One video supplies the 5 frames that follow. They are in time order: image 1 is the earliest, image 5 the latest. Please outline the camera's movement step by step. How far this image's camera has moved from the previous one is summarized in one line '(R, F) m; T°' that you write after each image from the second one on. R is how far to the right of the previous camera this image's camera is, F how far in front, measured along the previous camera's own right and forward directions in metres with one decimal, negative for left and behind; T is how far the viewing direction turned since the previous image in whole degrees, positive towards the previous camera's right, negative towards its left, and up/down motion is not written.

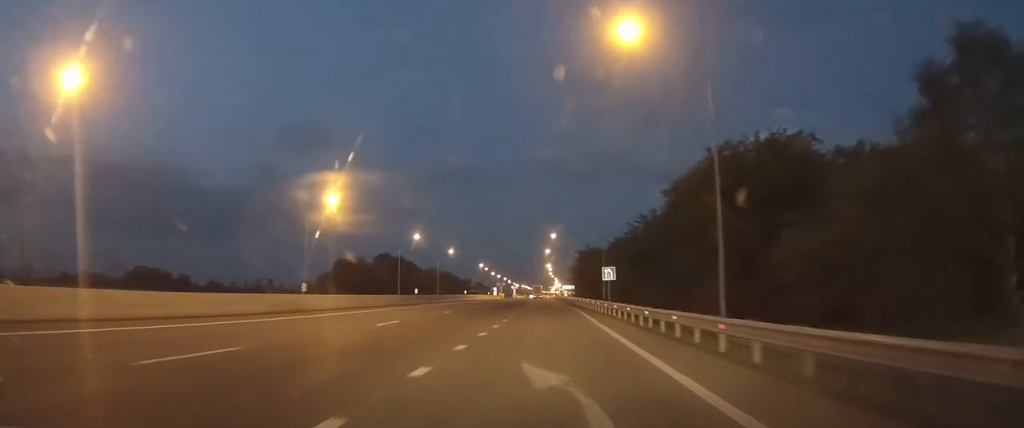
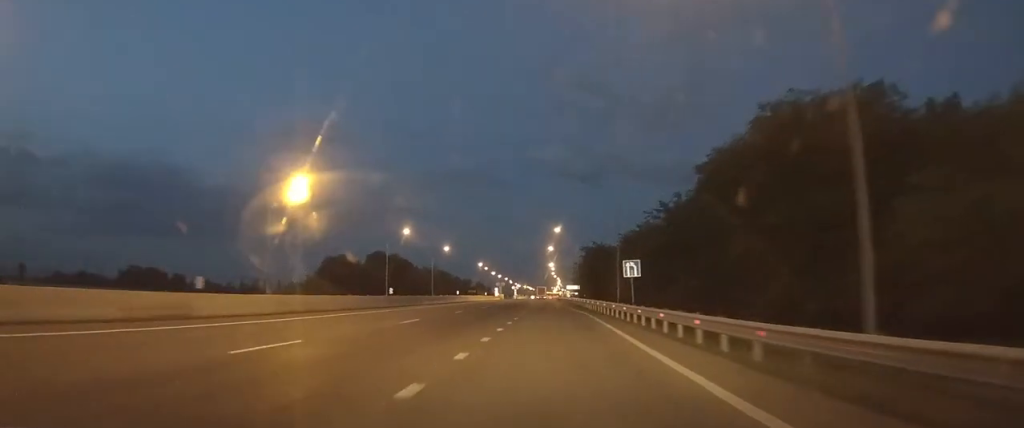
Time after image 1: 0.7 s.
(-0.1, +10.2) m; 0°
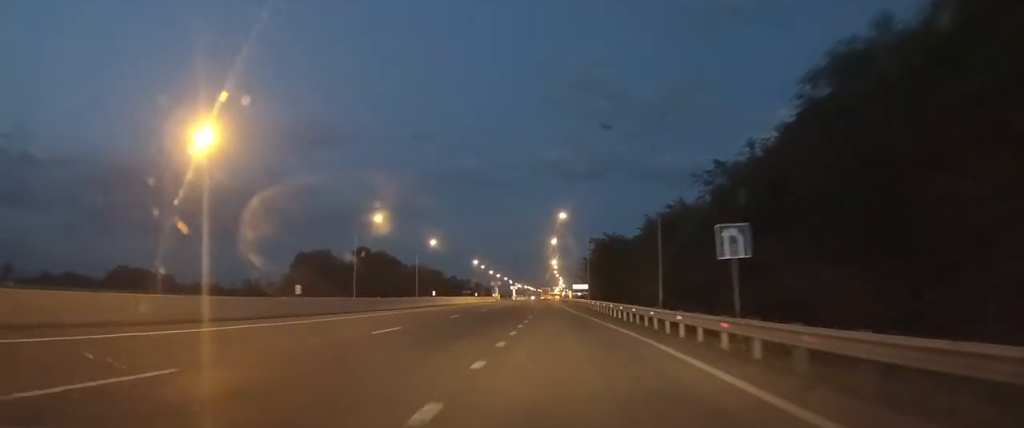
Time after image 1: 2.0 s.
(+0.1, +17.8) m; 0°
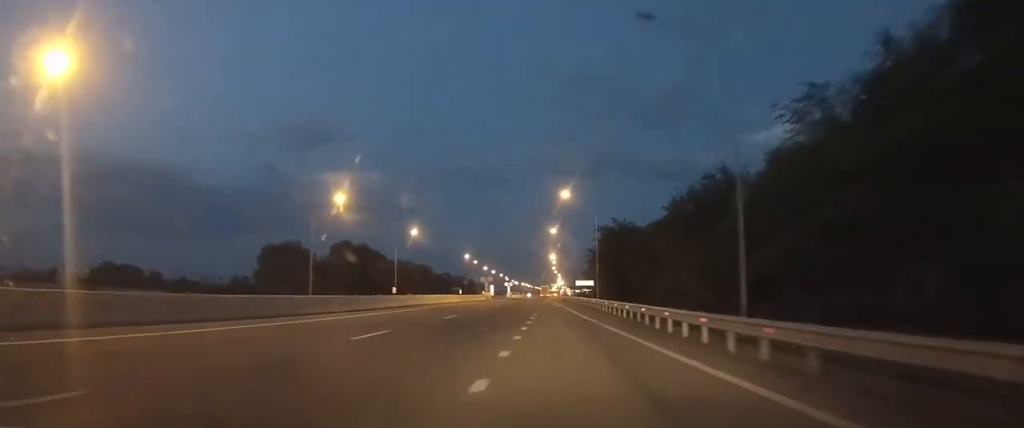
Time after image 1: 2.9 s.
(-0.1, +14.5) m; -1°
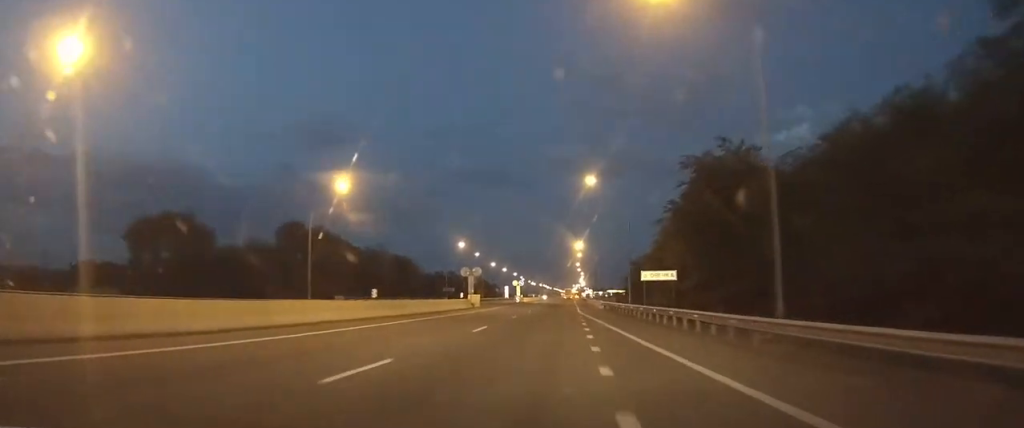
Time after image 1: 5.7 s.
(-0.4, +43.2) m; -1°
